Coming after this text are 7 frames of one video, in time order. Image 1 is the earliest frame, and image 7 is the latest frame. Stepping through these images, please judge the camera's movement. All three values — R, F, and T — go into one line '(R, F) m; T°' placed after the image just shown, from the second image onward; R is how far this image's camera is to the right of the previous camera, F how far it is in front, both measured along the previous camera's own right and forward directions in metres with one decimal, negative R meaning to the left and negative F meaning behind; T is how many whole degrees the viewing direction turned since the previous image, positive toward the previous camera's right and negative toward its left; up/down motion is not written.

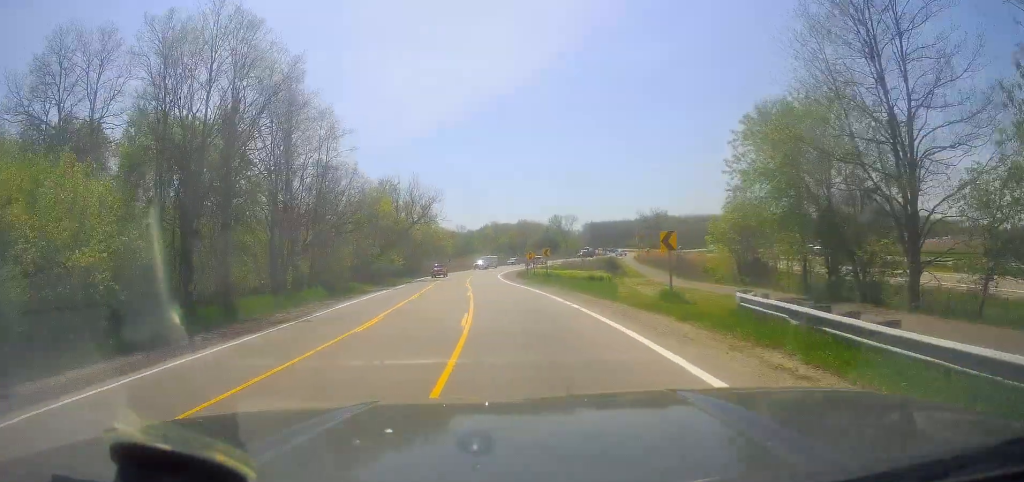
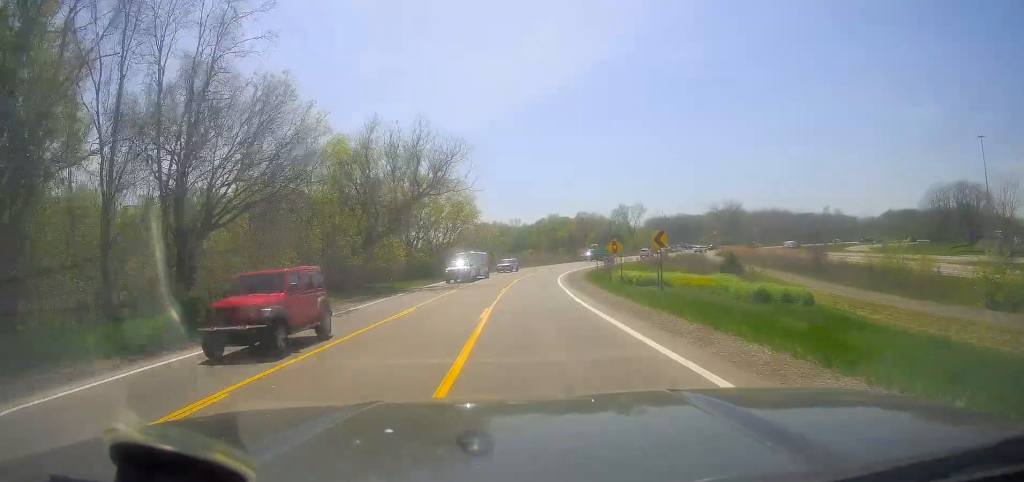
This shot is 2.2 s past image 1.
(-3.2, +26.3) m; -8°
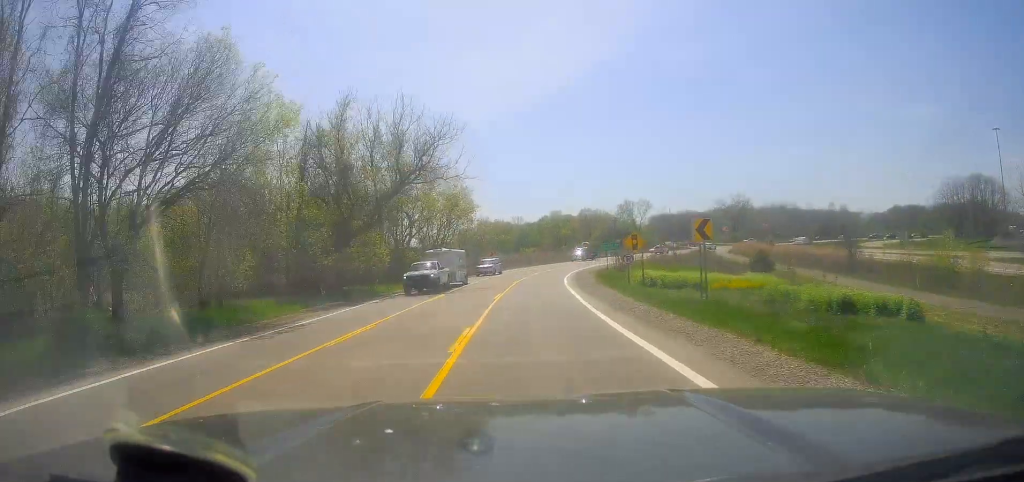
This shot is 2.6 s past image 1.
(0.0, +6.6) m; +1°
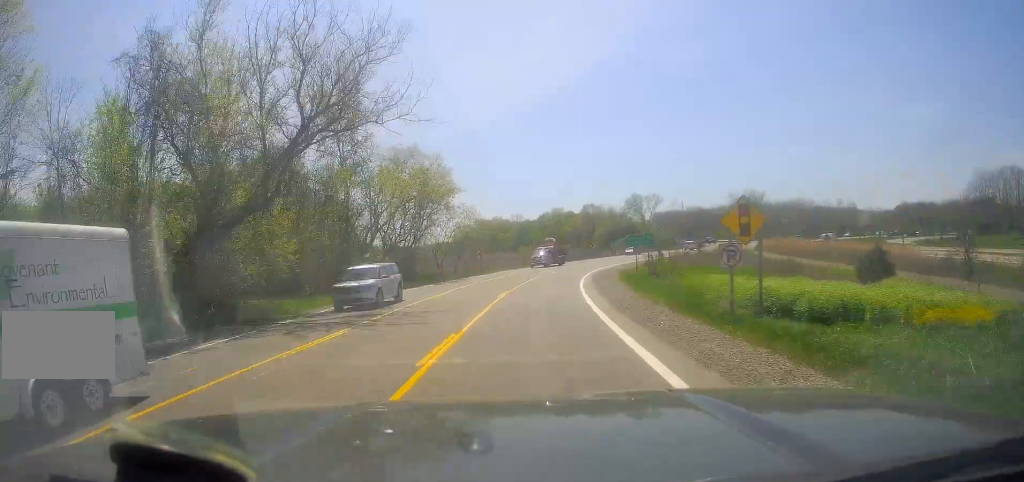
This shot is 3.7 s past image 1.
(+0.1, +16.6) m; -3°
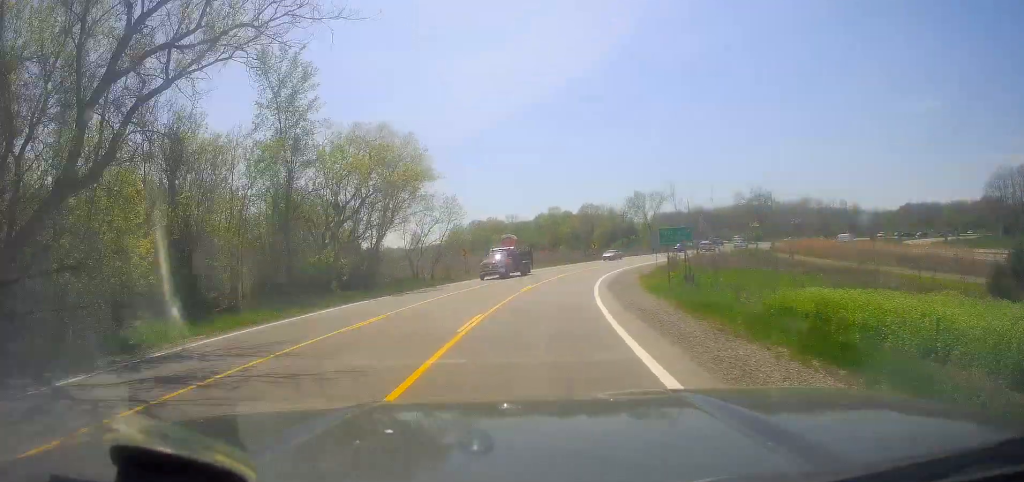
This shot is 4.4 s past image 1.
(-0.6, +10.9) m; -1°
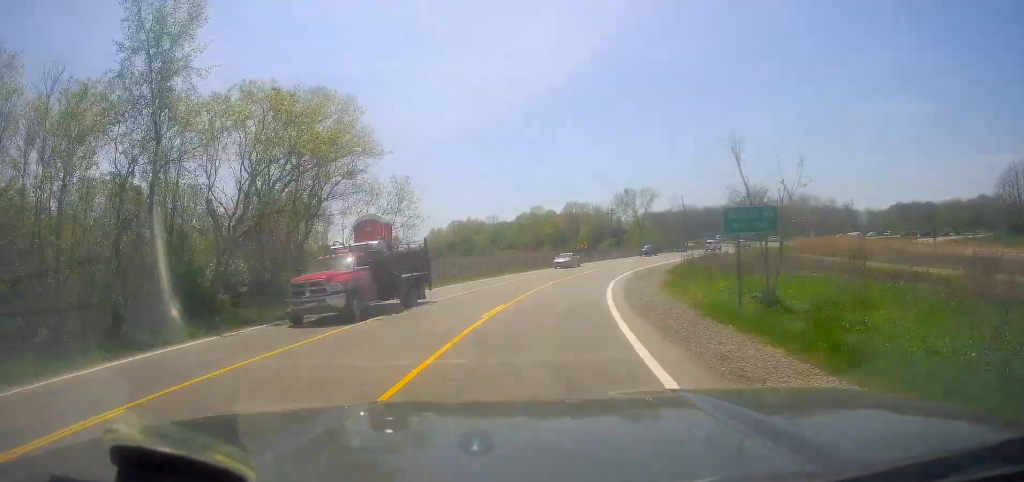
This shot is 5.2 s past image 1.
(+0.2, +12.6) m; +3°
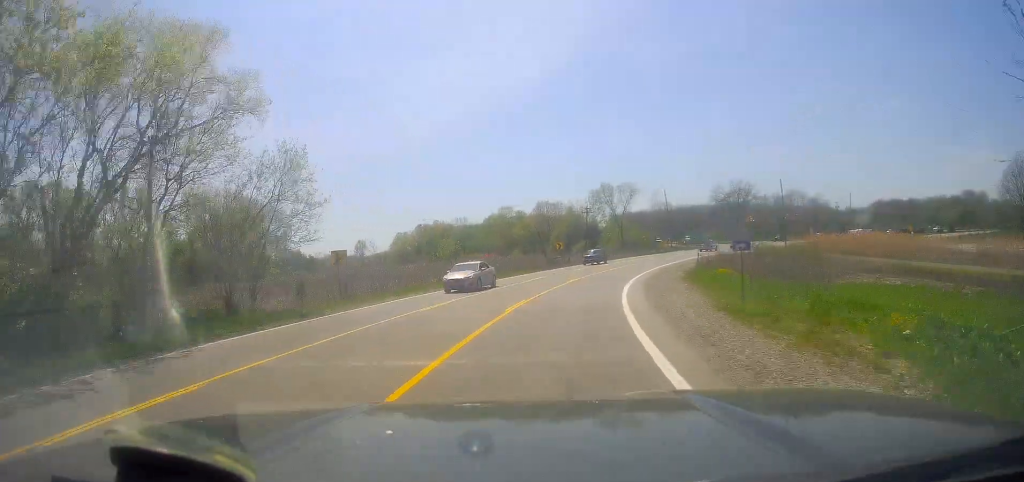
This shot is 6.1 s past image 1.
(+0.5, +13.4) m; +3°
